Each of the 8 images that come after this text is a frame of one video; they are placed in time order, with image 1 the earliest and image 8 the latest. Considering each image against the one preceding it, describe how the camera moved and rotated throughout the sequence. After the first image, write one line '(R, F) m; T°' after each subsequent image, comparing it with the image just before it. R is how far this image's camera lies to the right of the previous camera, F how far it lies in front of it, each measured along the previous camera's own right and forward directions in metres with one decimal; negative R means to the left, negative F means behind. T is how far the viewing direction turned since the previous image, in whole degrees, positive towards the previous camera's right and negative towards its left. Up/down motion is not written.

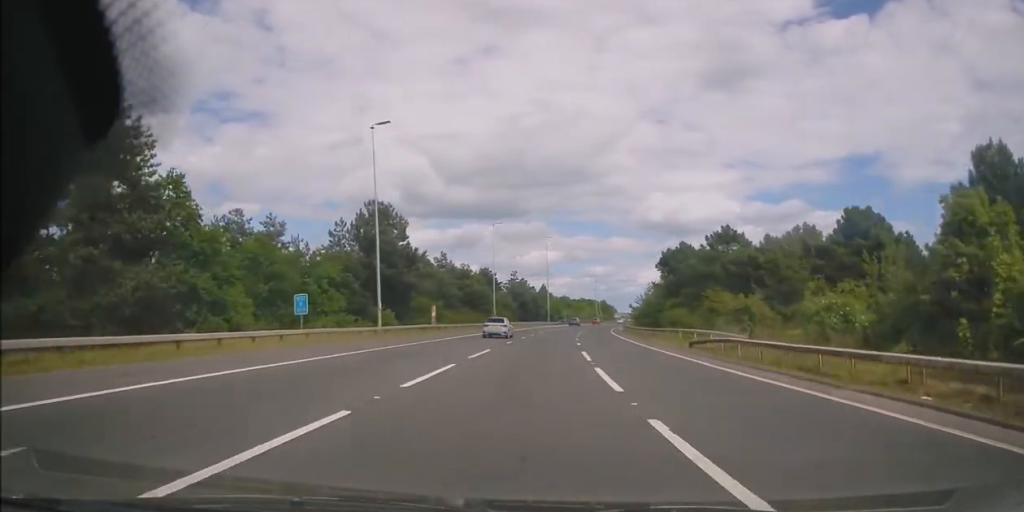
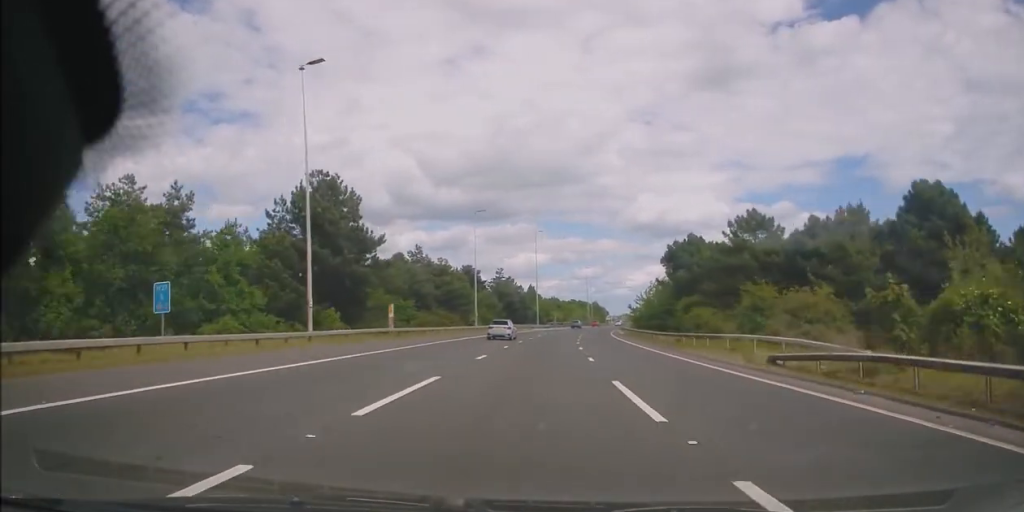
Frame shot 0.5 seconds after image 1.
(+0.1, +11.8) m; +1°
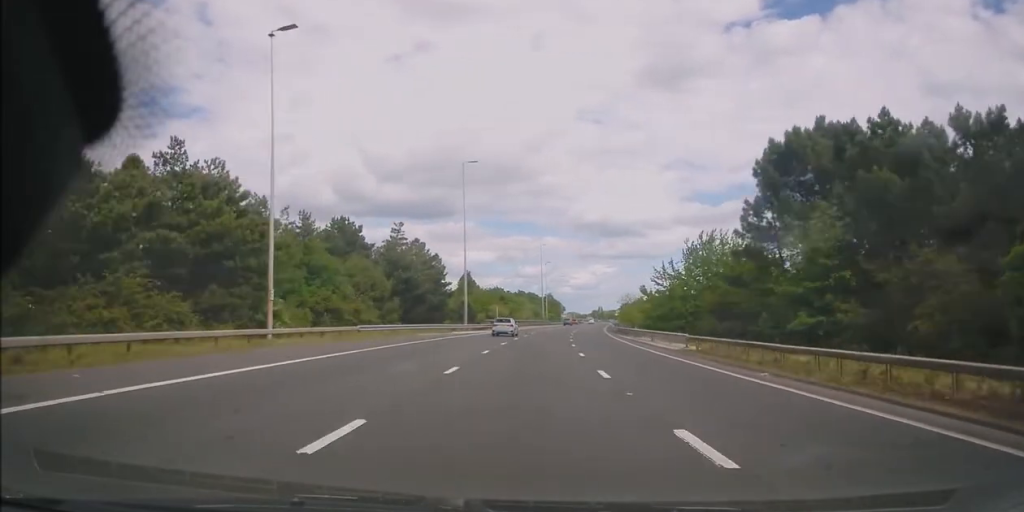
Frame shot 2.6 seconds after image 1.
(+2.9, +50.2) m; +7°
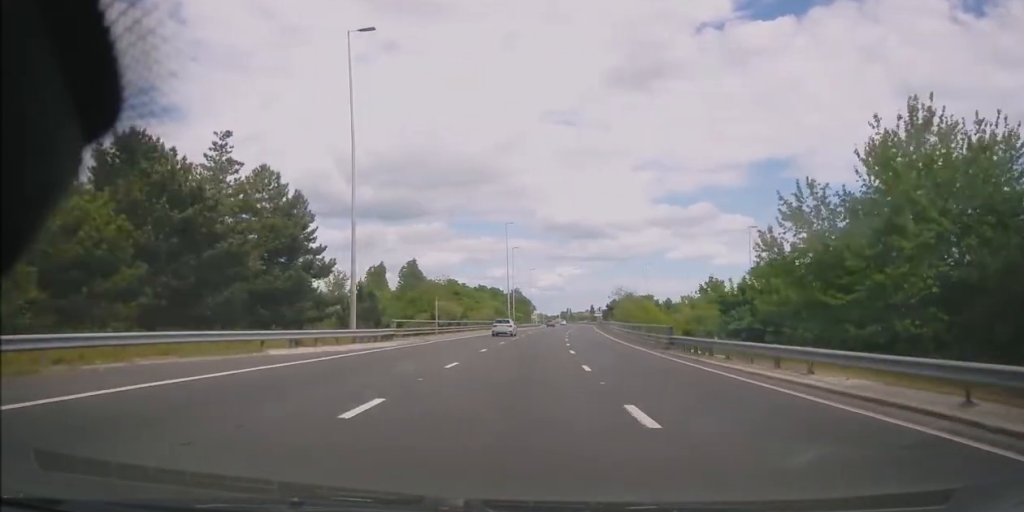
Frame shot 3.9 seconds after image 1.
(+0.8, +32.8) m; +2°
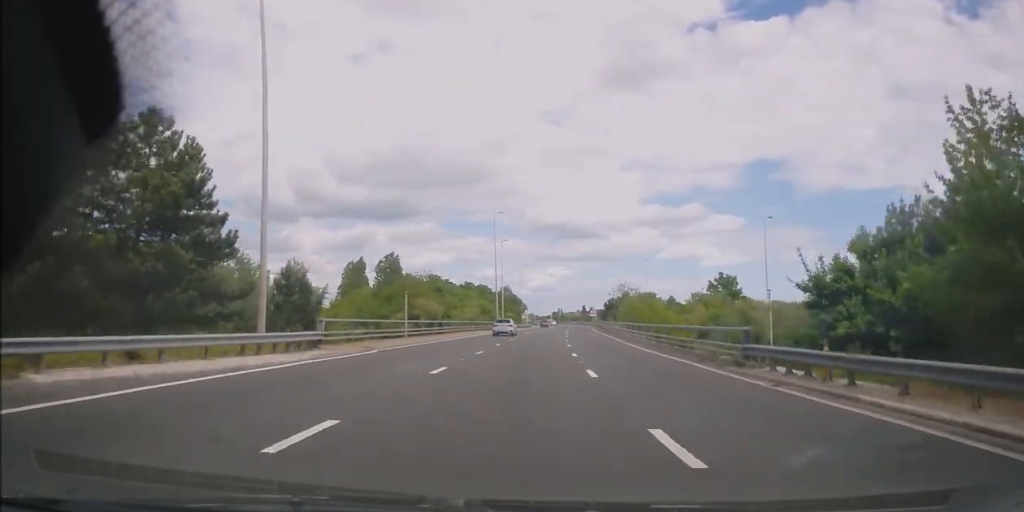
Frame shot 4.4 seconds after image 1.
(0.0, +10.8) m; +1°
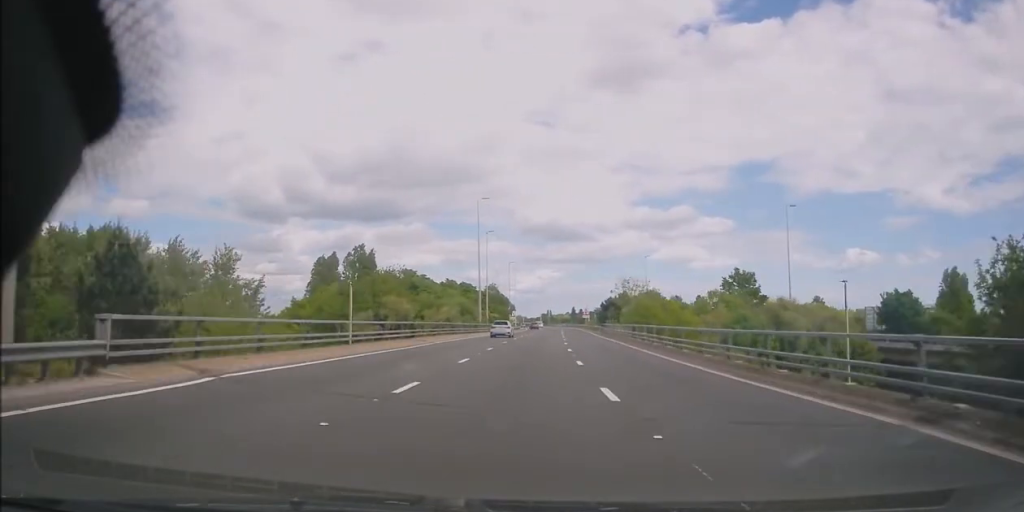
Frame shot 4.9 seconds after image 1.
(+0.2, +12.6) m; +1°
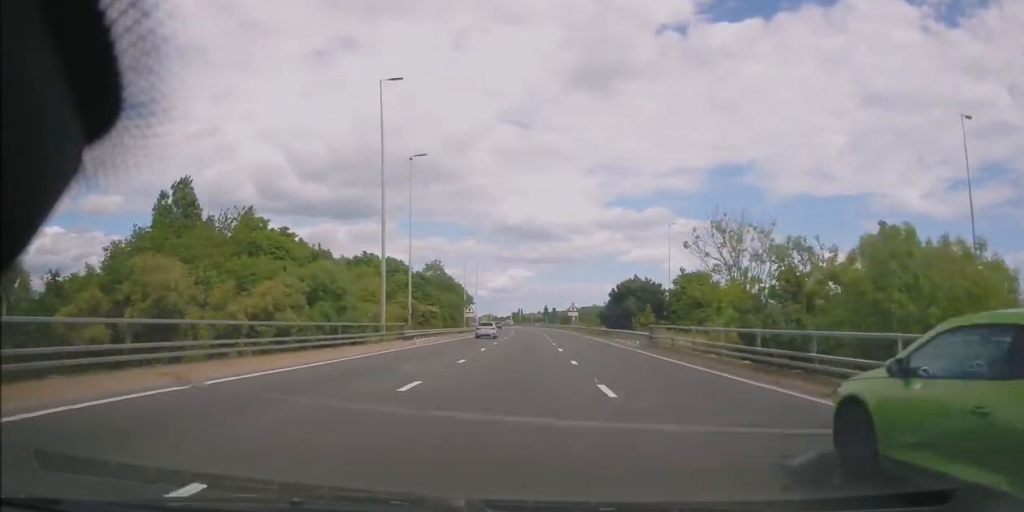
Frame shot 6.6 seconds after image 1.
(+1.1, +43.1) m; +3°
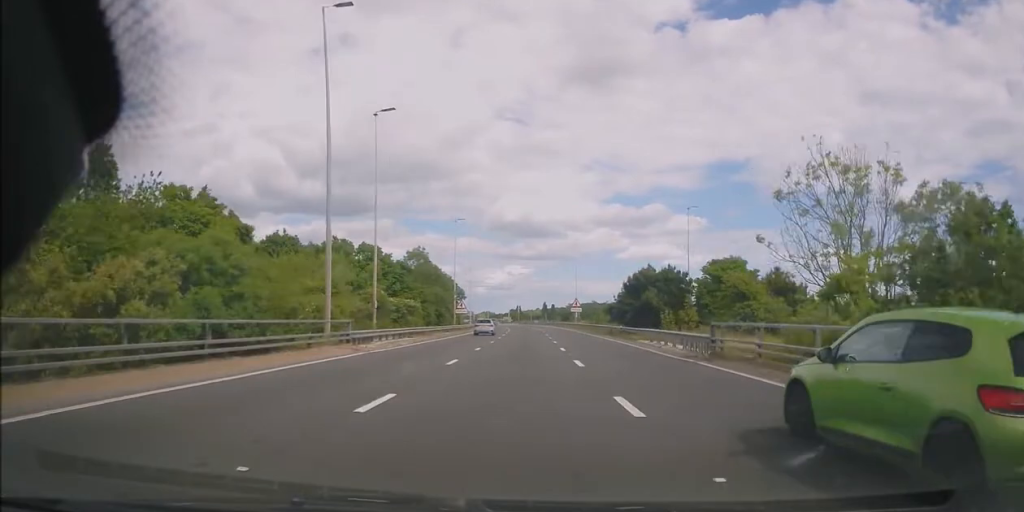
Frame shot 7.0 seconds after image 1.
(+0.4, +11.1) m; +1°
